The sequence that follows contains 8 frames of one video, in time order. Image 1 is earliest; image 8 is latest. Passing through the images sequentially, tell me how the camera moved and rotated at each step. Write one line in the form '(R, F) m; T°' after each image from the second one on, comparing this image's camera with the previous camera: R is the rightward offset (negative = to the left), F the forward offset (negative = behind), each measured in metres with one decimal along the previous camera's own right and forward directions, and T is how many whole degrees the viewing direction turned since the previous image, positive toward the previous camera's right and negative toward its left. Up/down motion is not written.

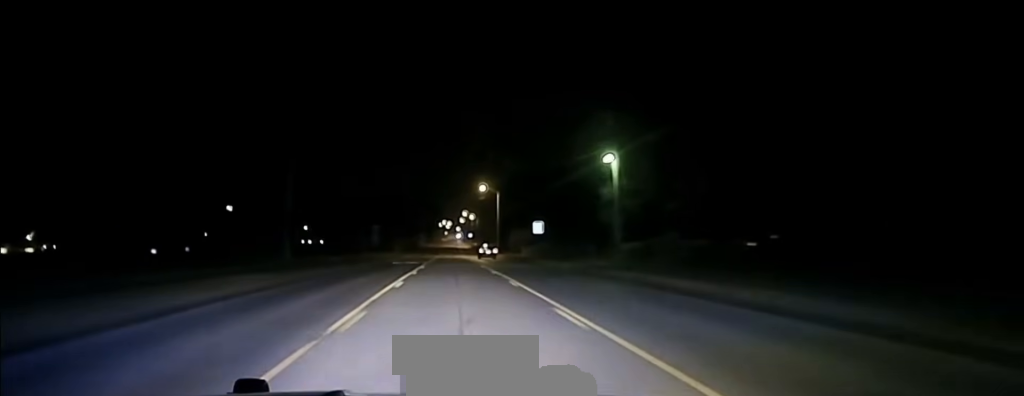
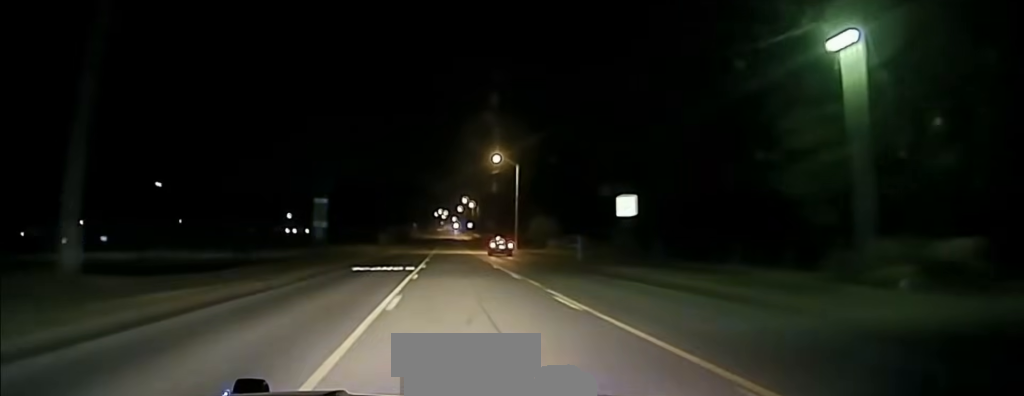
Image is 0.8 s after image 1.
(-0.1, +31.3) m; 0°
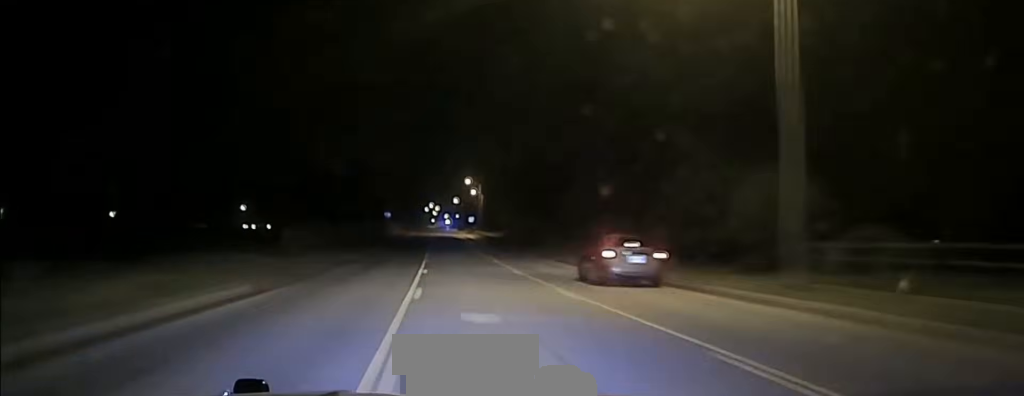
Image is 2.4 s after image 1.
(+0.2, +67.0) m; 0°
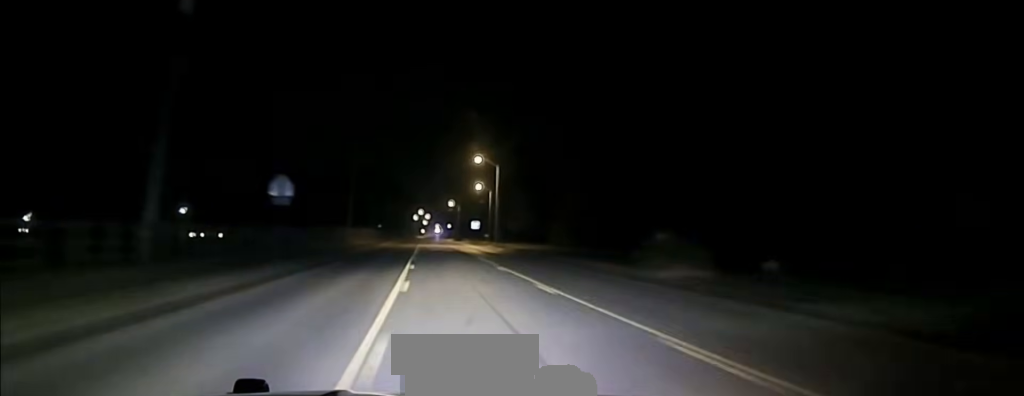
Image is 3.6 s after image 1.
(+0.1, +54.9) m; 0°
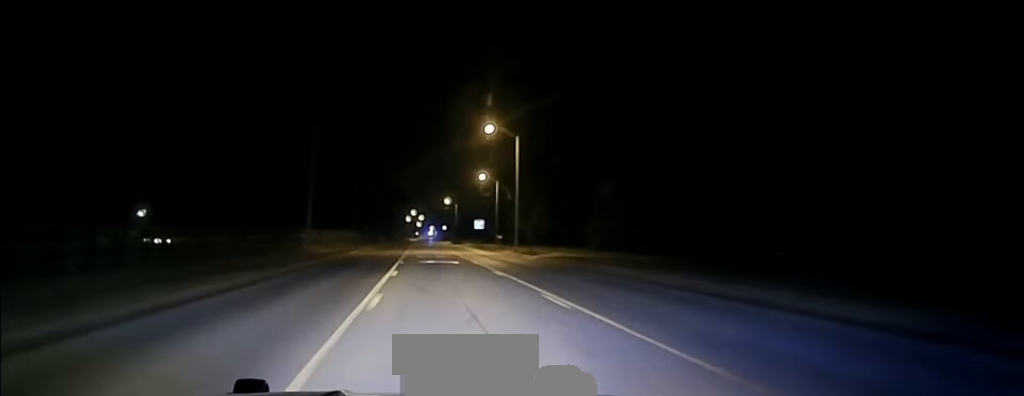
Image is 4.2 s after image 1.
(-0.2, +31.9) m; 0°
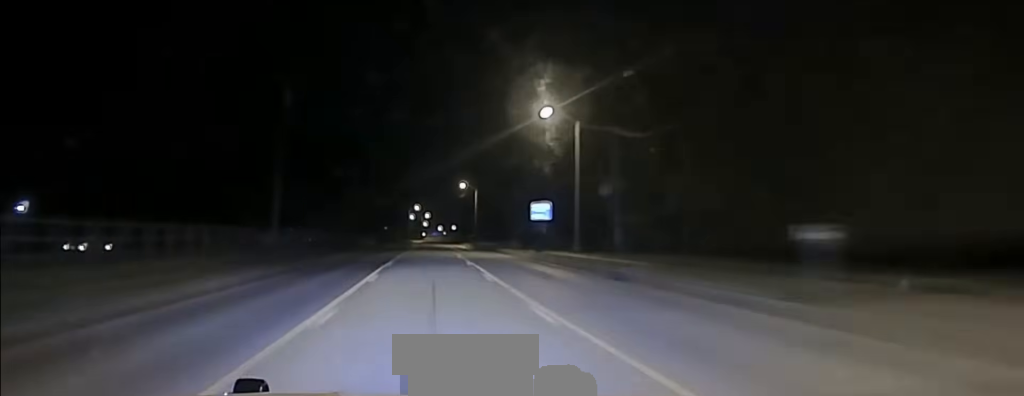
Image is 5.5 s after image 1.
(+1.1, +64.7) m; +1°
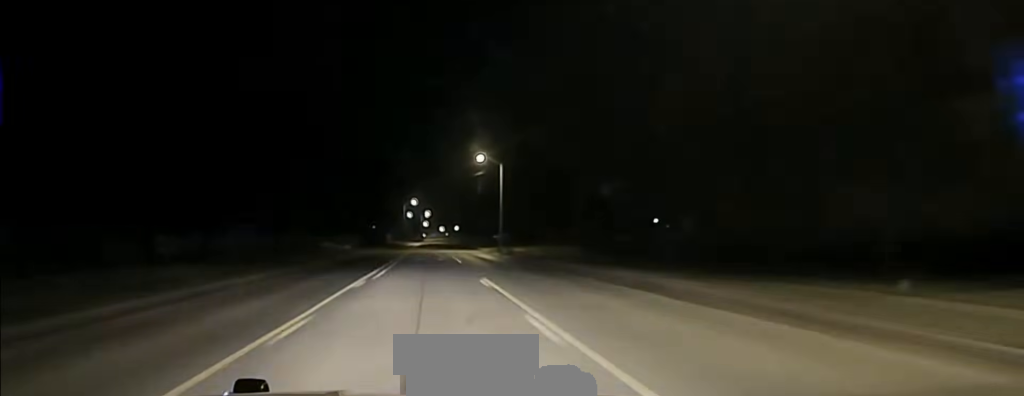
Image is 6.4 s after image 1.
(0.0, +48.1) m; 0°
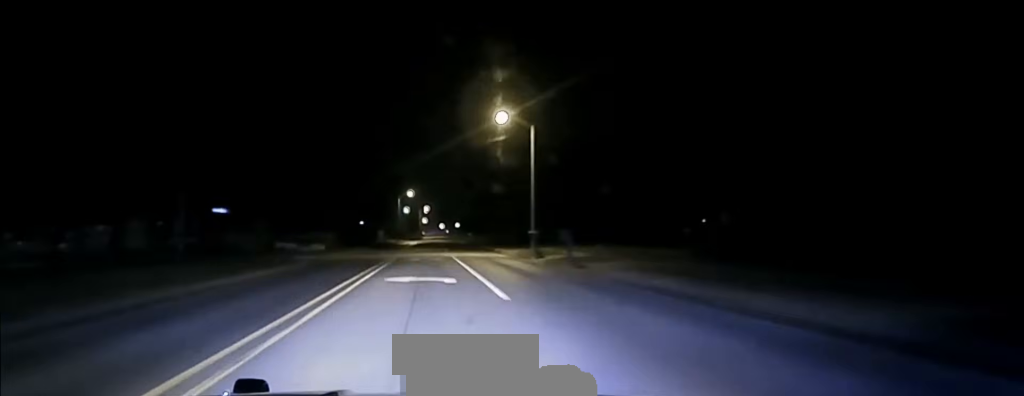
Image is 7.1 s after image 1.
(-0.2, +30.5) m; 0°
